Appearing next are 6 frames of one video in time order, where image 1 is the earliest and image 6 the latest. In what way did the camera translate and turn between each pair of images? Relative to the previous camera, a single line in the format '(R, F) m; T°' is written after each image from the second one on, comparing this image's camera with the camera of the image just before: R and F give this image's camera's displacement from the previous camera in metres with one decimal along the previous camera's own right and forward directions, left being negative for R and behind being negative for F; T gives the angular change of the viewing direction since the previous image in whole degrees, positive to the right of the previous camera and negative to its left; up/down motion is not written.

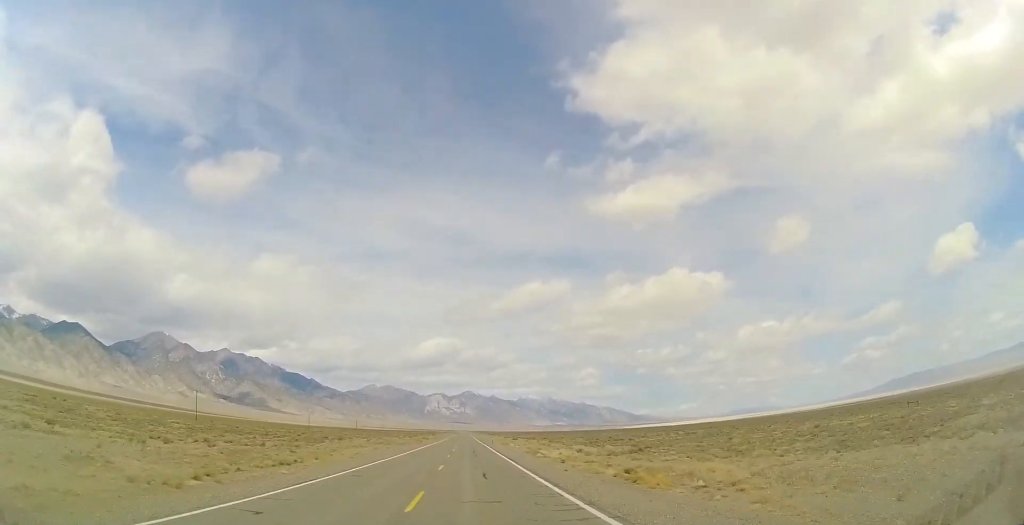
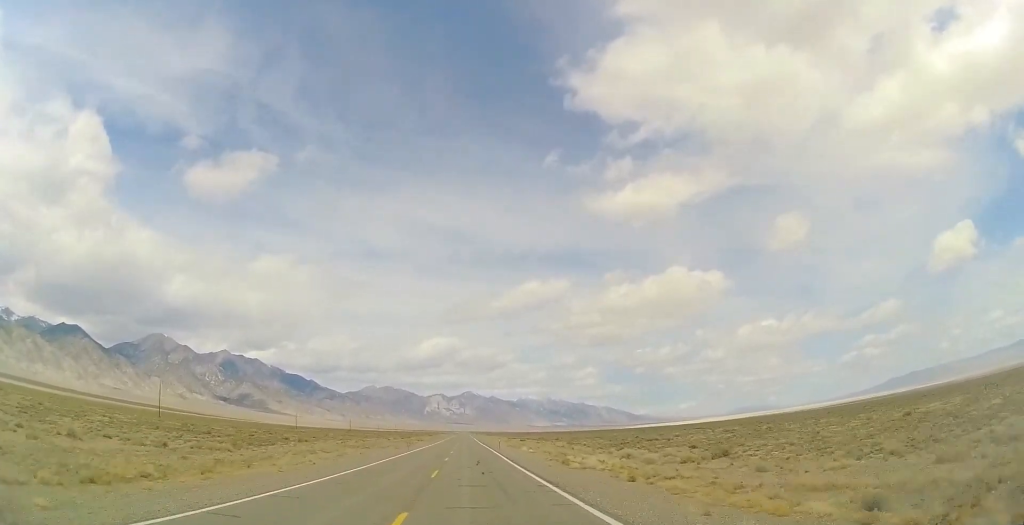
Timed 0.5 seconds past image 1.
(+0.1, +16.0) m; +1°
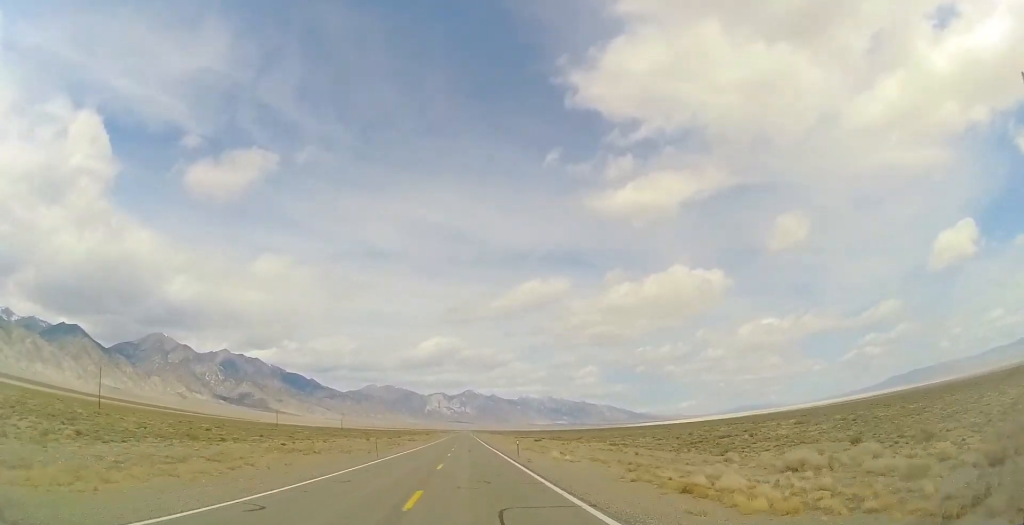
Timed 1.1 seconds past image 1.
(+0.1, +20.6) m; +1°
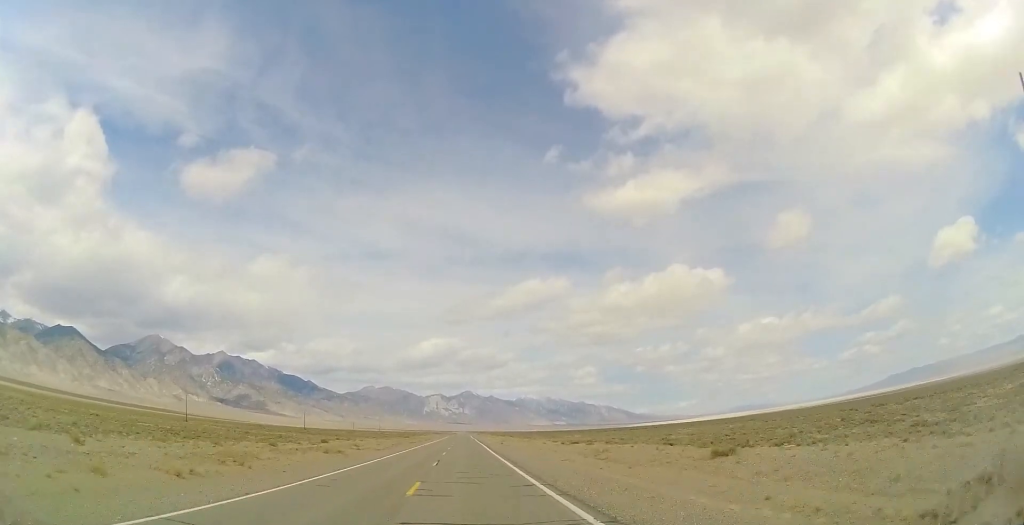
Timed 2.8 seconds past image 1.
(0.0, +58.4) m; -1°
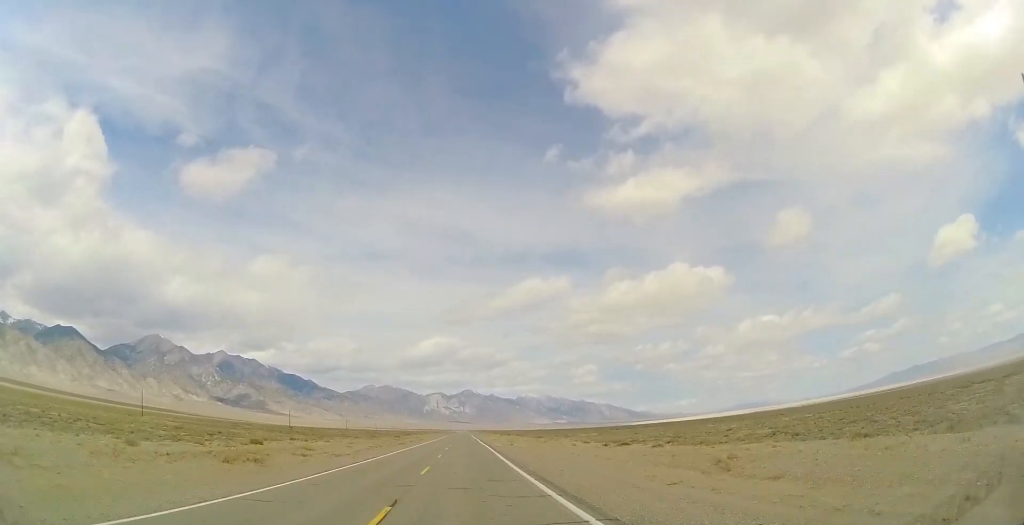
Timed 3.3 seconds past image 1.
(0.0, +18.3) m; 0°
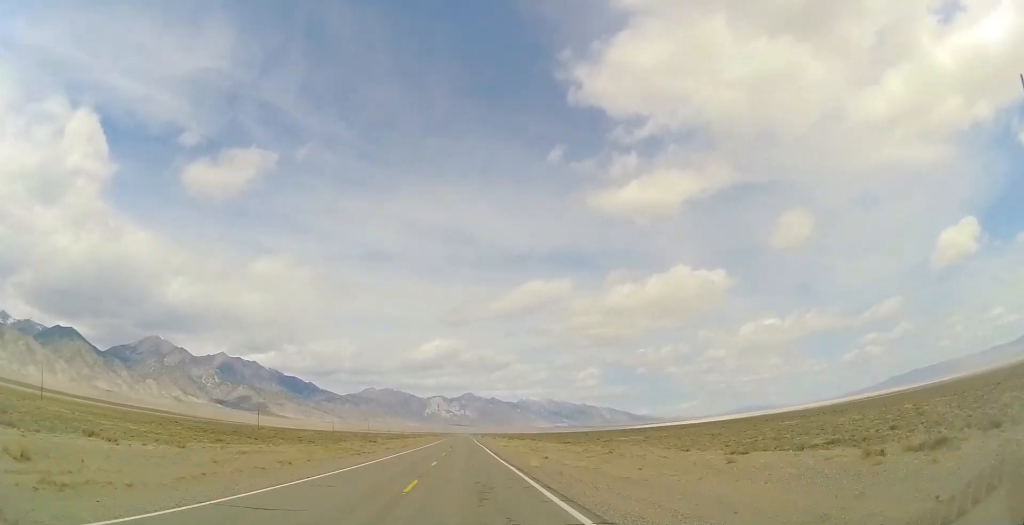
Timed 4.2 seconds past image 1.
(0.0, +30.9) m; 0°
